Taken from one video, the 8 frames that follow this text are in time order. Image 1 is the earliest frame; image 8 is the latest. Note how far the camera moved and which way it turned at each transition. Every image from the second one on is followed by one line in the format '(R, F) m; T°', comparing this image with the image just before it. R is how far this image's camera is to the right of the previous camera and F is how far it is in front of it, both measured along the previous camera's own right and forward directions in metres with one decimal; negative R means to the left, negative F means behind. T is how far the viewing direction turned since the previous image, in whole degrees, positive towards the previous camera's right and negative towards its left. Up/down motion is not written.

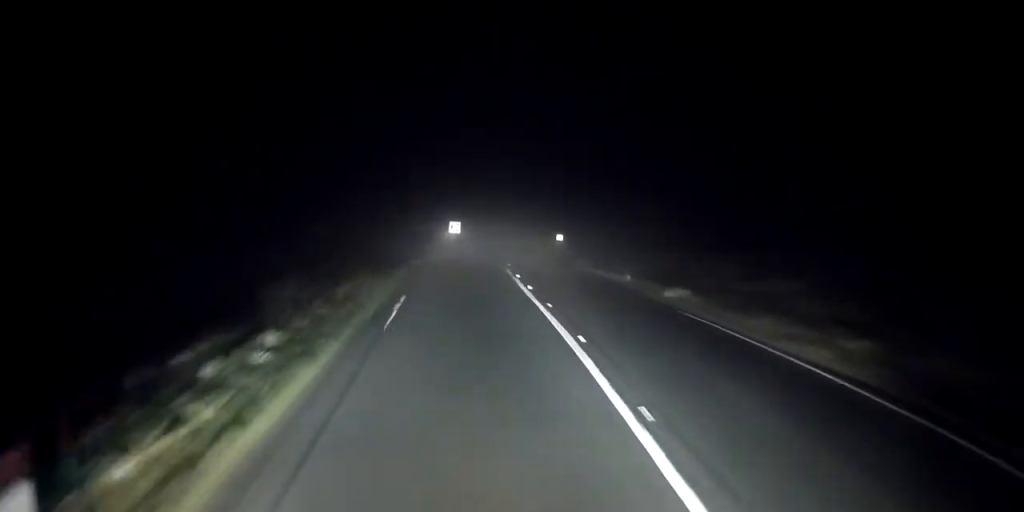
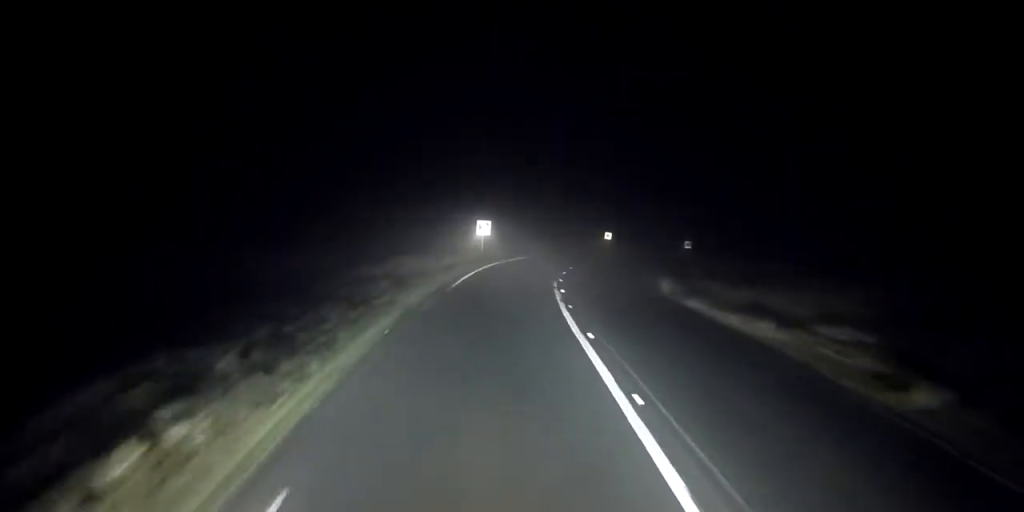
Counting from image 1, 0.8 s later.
(0.0, +10.8) m; +1°
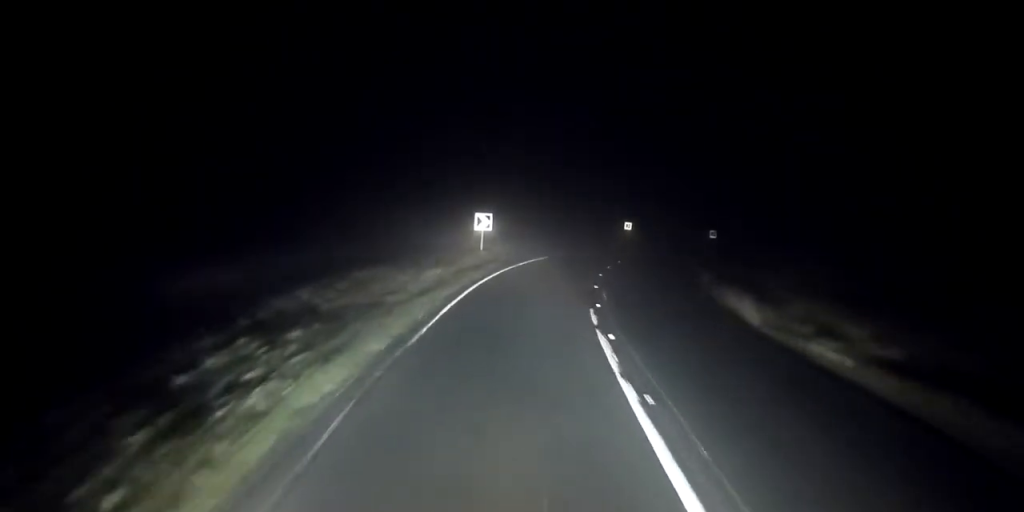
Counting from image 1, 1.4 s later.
(0.0, +8.7) m; +1°
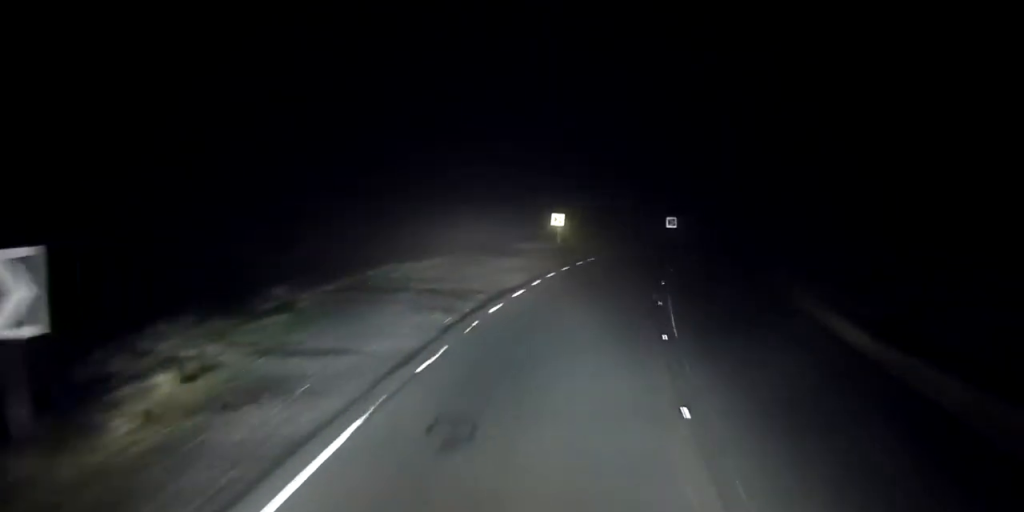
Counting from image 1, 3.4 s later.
(+2.6, +25.9) m; +13°
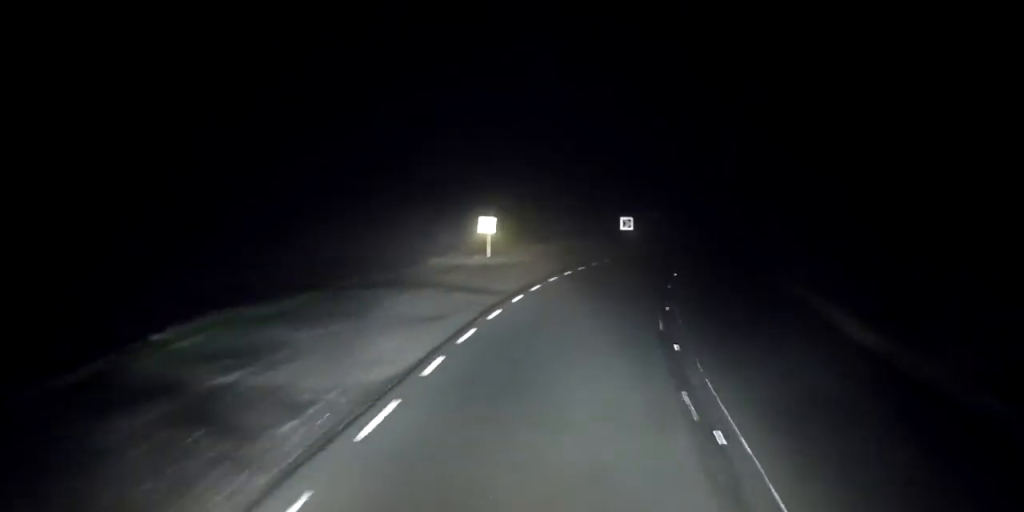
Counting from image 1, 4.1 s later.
(+0.5, +9.5) m; +6°
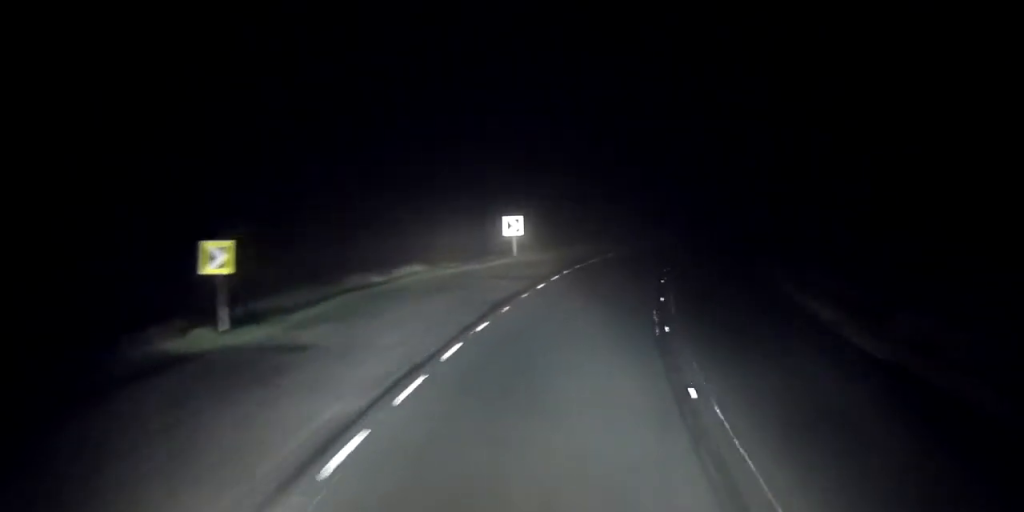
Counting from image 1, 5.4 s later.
(+1.4, +16.2) m; +9°
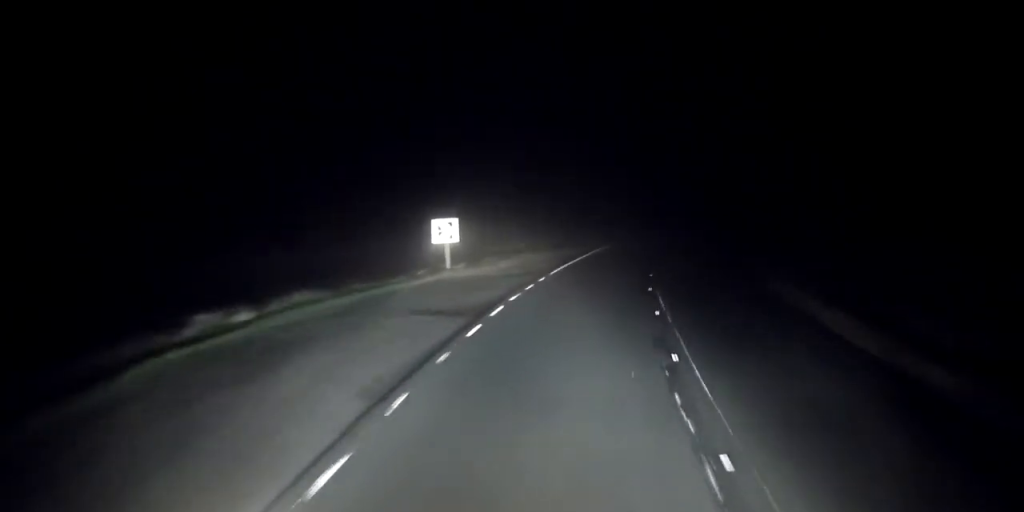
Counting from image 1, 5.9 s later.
(+0.3, +7.0) m; +3°
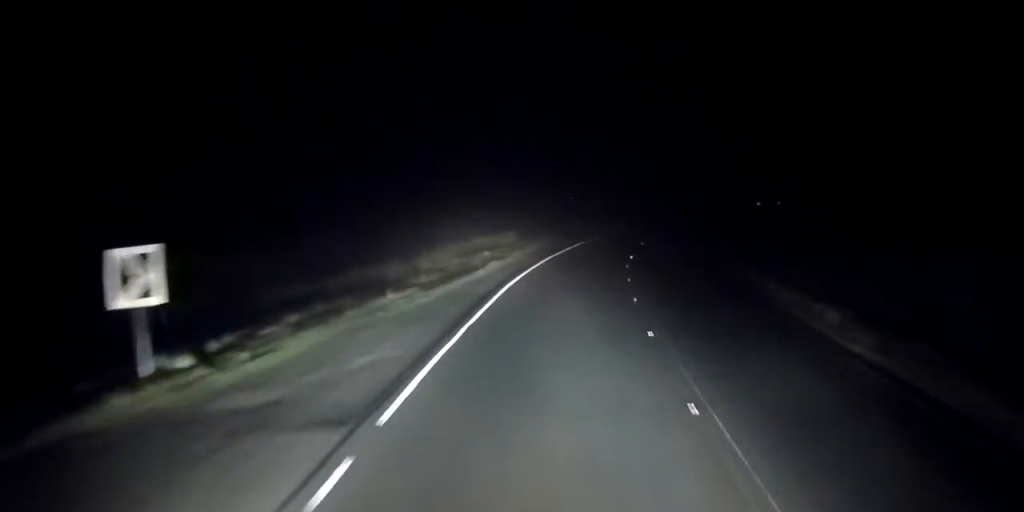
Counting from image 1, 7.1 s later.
(+0.8, +15.6) m; +6°
